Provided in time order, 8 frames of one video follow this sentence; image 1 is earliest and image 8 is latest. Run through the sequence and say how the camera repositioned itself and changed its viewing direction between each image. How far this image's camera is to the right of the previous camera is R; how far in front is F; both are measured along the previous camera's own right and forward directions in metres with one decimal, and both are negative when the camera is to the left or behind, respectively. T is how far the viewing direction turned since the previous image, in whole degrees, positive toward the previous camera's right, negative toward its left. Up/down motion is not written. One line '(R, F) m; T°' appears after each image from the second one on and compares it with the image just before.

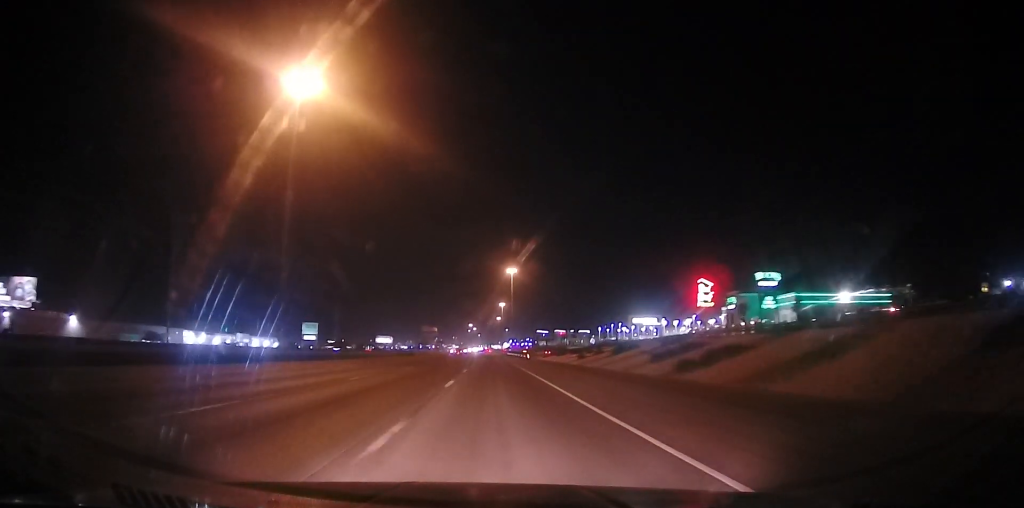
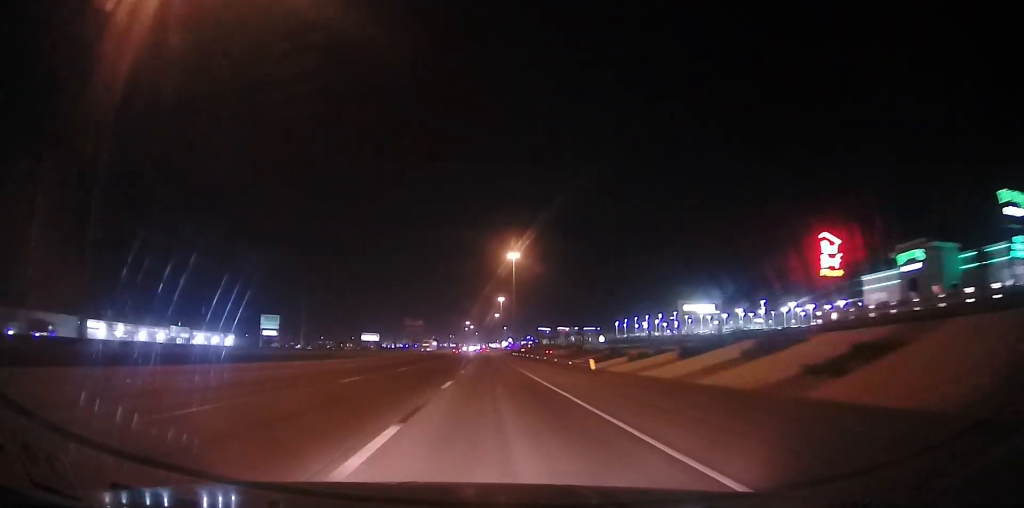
(+0.4, +49.9) m; 0°
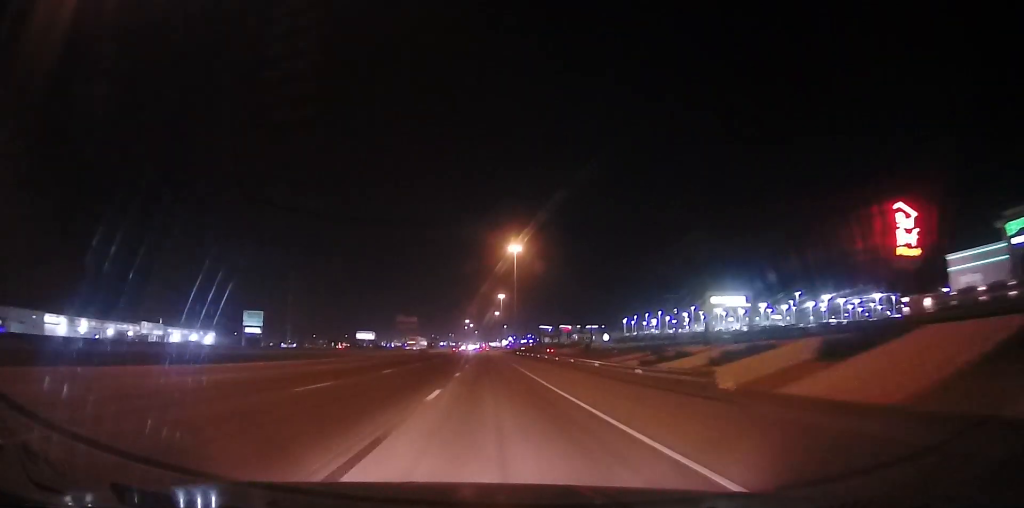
(+0.1, +16.9) m; -2°
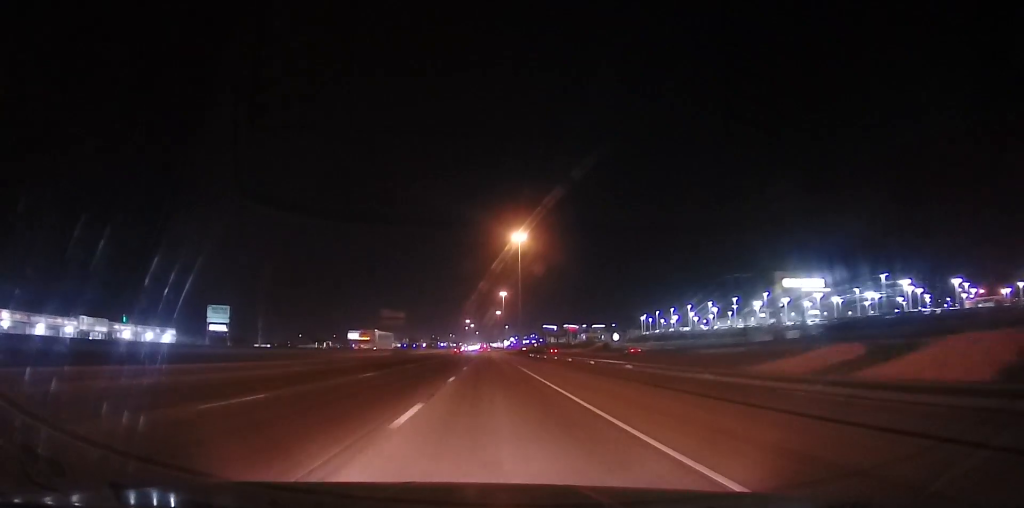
(-1.3, +29.4) m; -2°
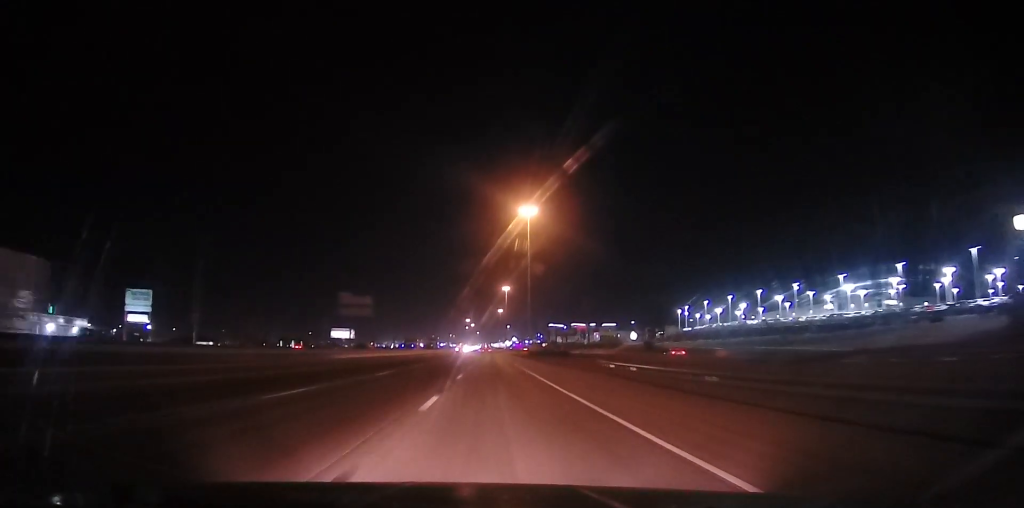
(+0.5, +45.9) m; 0°
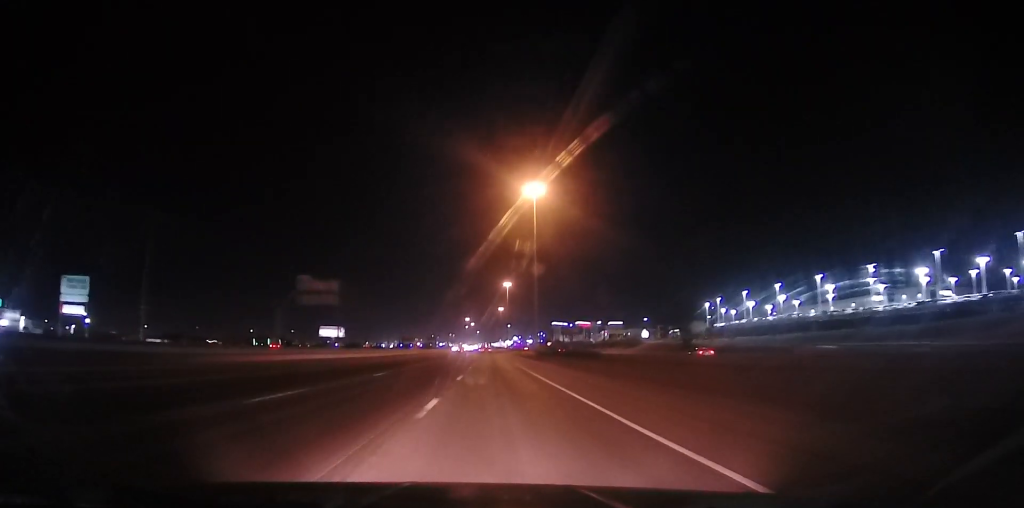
(-0.2, +25.4) m; 0°
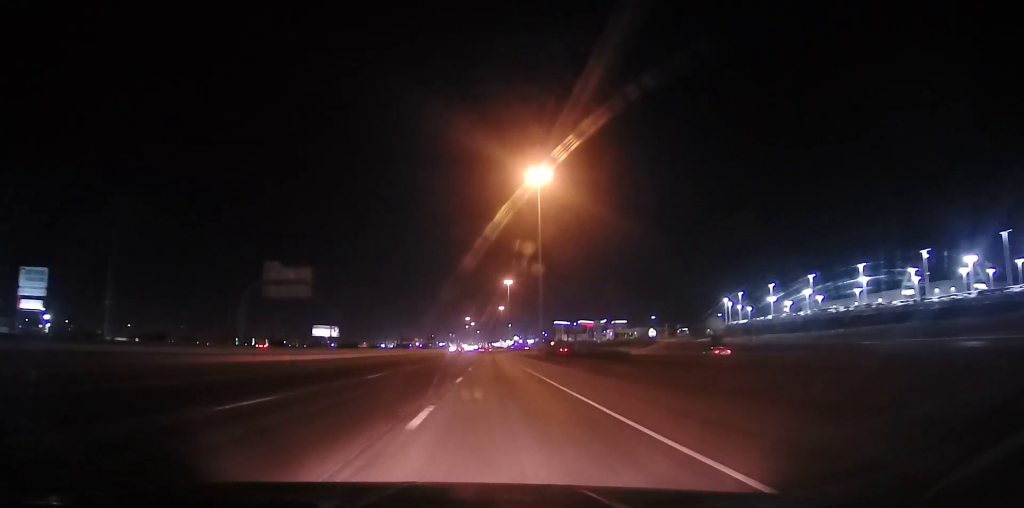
(0.0, +13.7) m; 0°
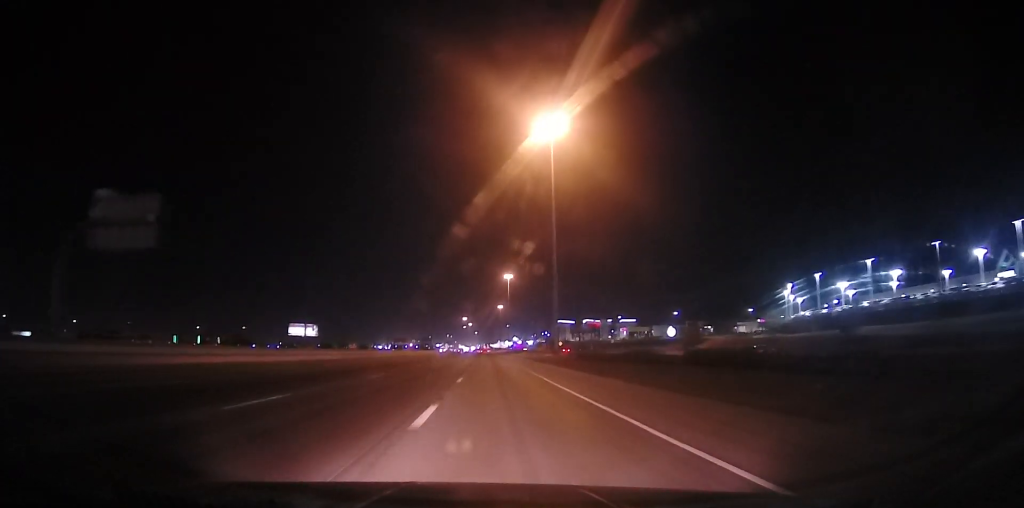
(-0.1, +35.9) m; 0°
